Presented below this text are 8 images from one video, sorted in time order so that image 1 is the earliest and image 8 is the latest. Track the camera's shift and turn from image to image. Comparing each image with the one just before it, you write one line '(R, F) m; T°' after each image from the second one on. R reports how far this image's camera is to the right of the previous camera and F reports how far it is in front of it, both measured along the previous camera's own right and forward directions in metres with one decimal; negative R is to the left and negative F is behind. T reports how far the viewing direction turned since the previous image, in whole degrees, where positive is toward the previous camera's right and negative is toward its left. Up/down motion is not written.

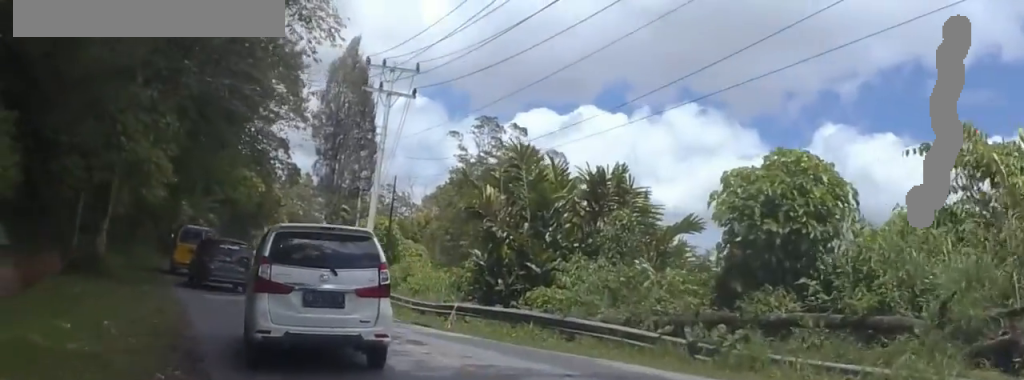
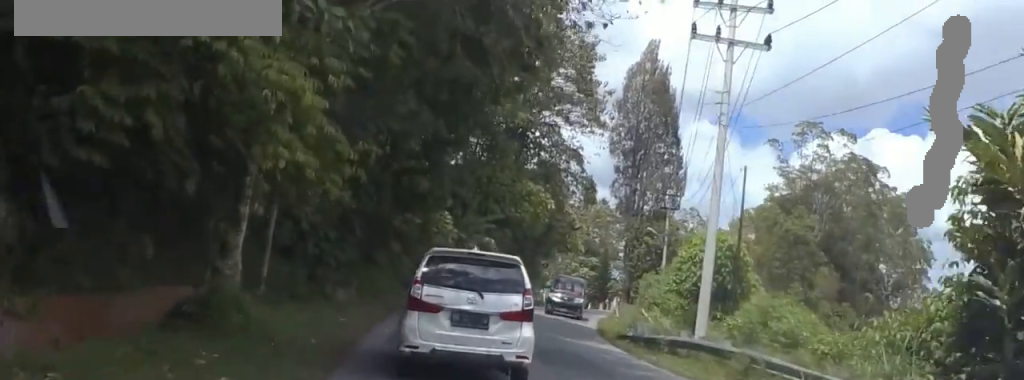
(-2.9, +13.6) m; -17°
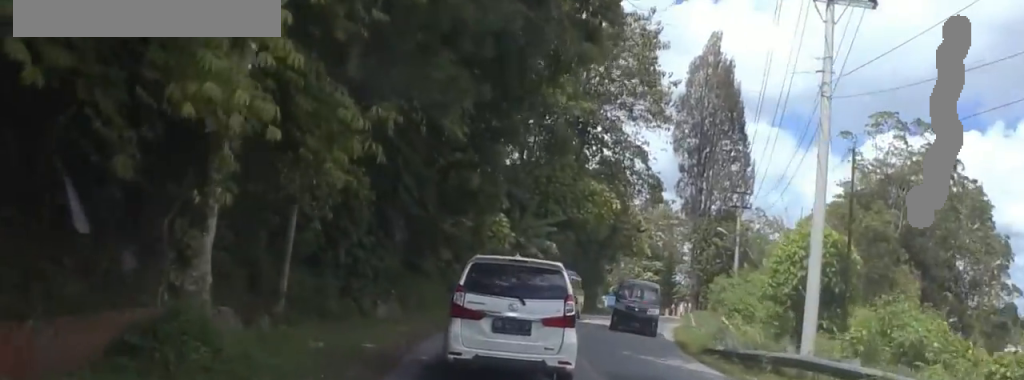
(-0.1, +4.1) m; -2°
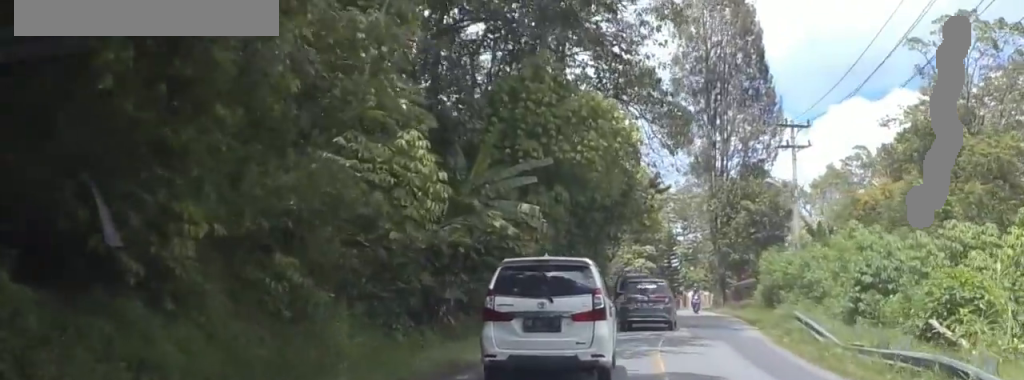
(-0.2, +22.3) m; +3°
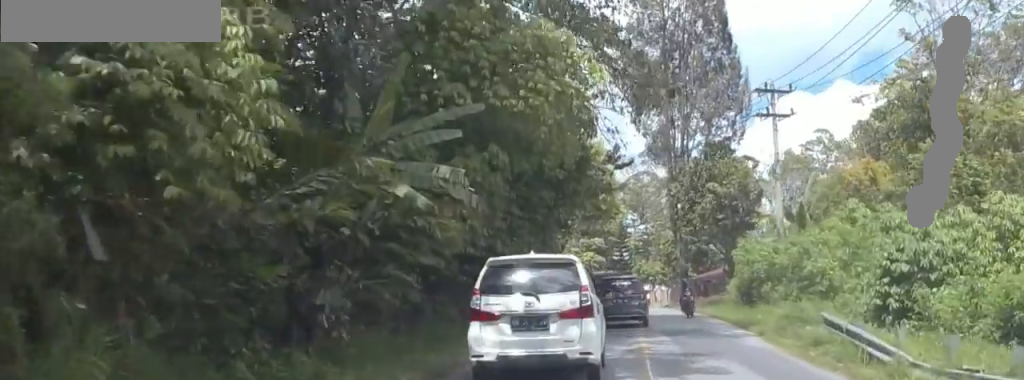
(+0.4, +7.9) m; -1°
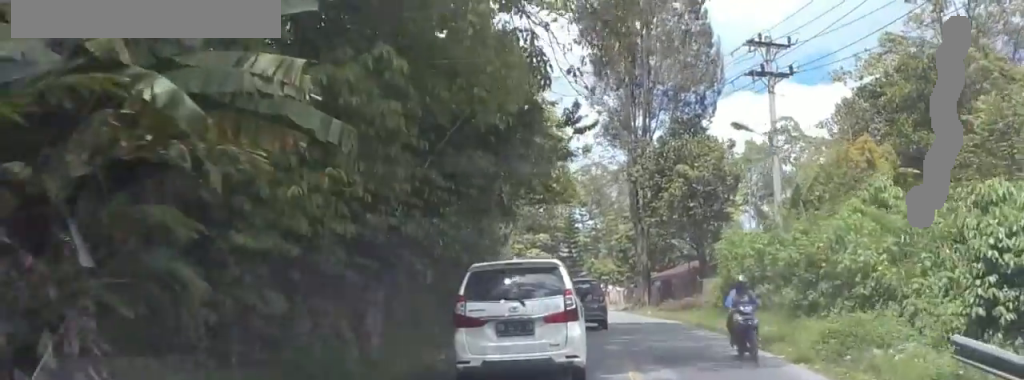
(-0.2, +8.8) m; -6°
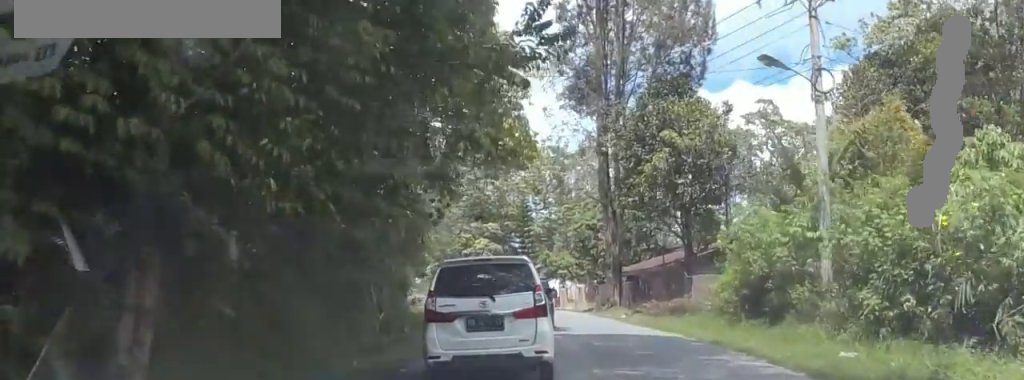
(-0.9, +10.5) m; -2°
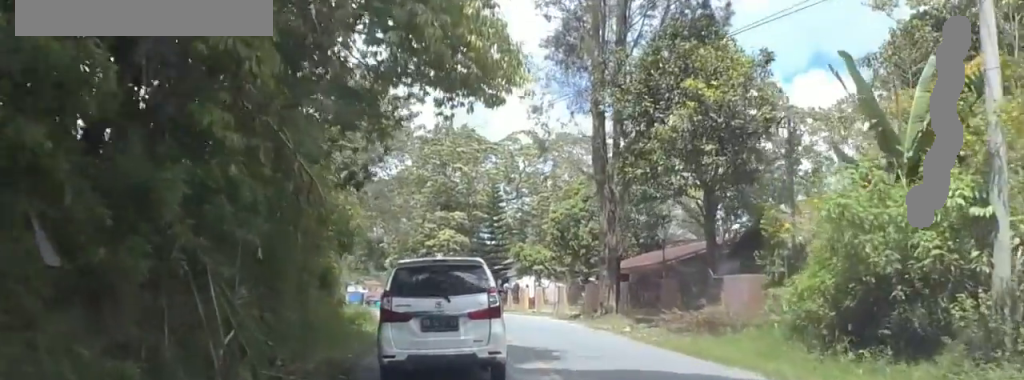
(-0.7, +10.0) m; +17°
